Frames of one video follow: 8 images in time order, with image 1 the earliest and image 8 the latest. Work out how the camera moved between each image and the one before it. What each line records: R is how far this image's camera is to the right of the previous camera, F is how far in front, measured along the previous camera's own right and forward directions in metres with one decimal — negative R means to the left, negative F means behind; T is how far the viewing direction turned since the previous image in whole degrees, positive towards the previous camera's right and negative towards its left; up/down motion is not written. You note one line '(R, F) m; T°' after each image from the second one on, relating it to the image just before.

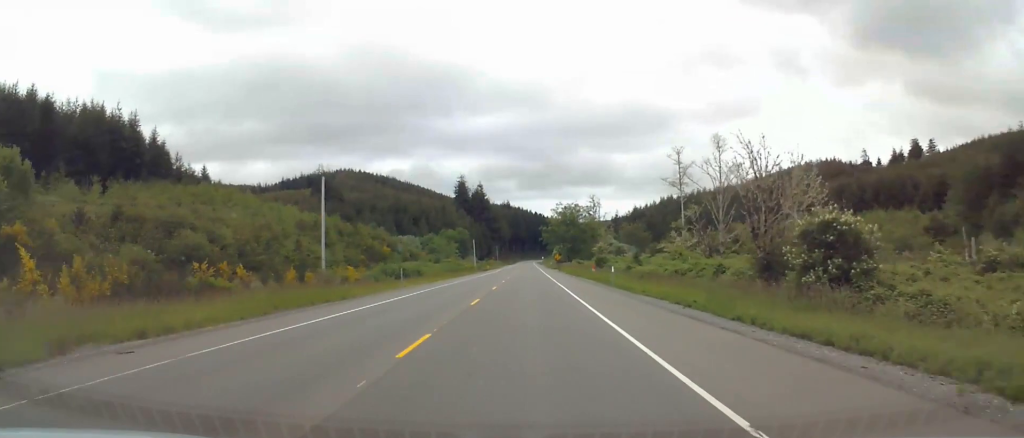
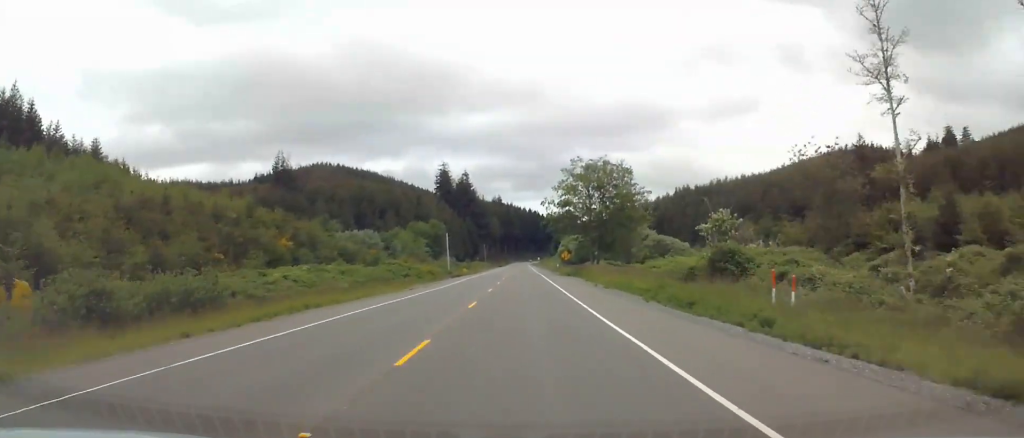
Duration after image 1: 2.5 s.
(+0.1, +62.3) m; 0°
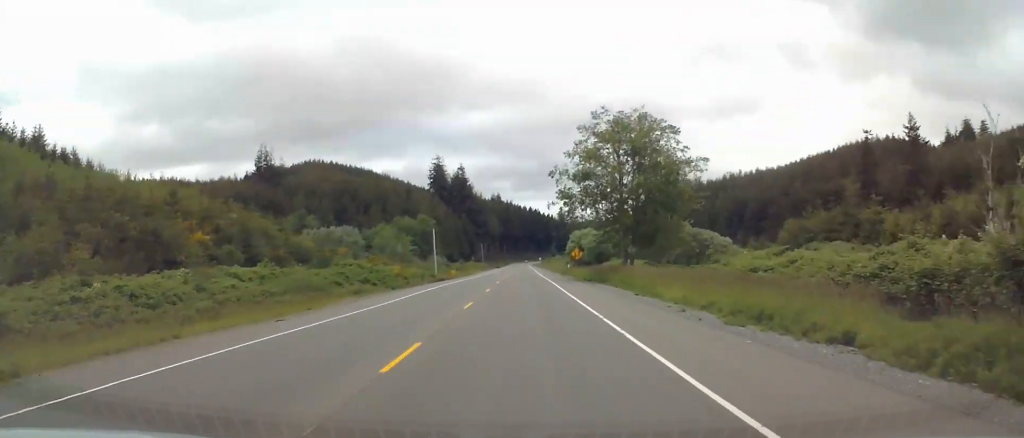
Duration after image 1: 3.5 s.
(-0.1, +25.1) m; 0°
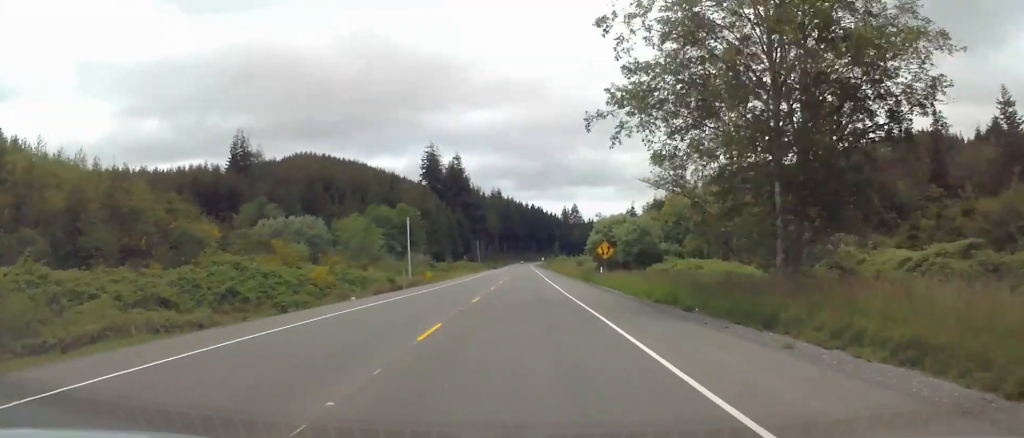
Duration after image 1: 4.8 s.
(-0.1, +33.4) m; 0°
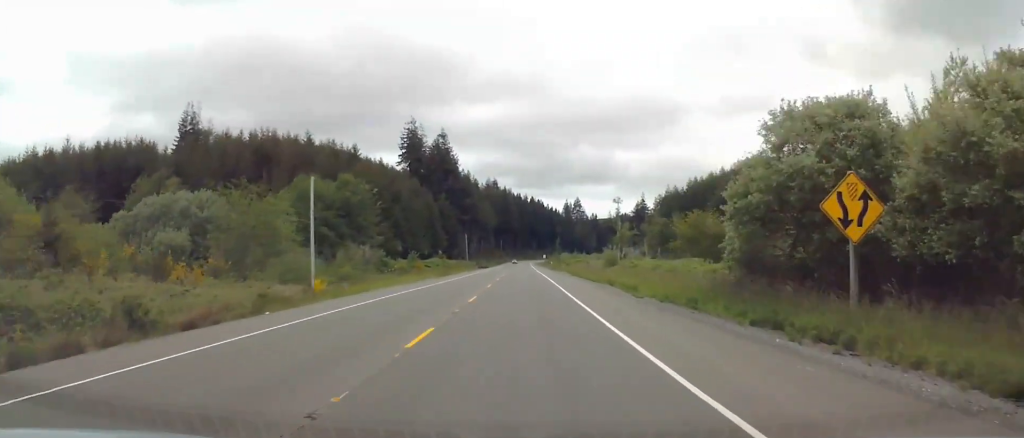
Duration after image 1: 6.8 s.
(0.0, +50.0) m; 0°
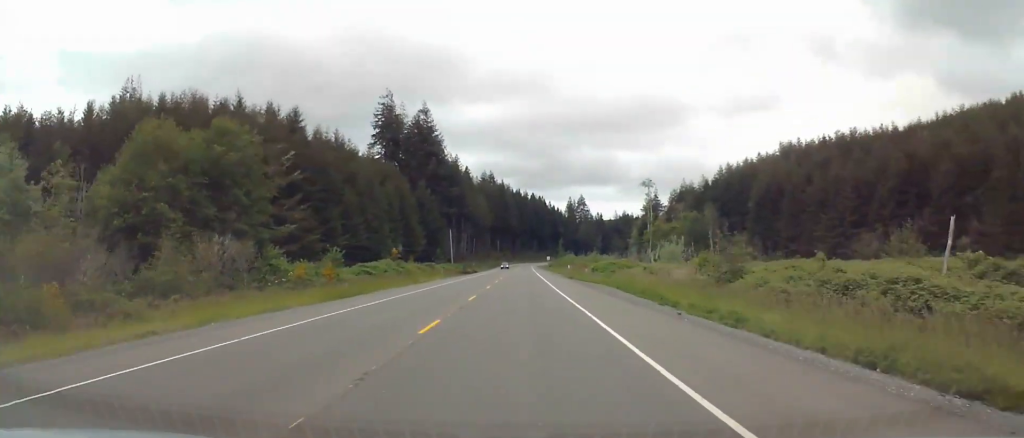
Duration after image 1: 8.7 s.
(0.0, +46.7) m; 0°
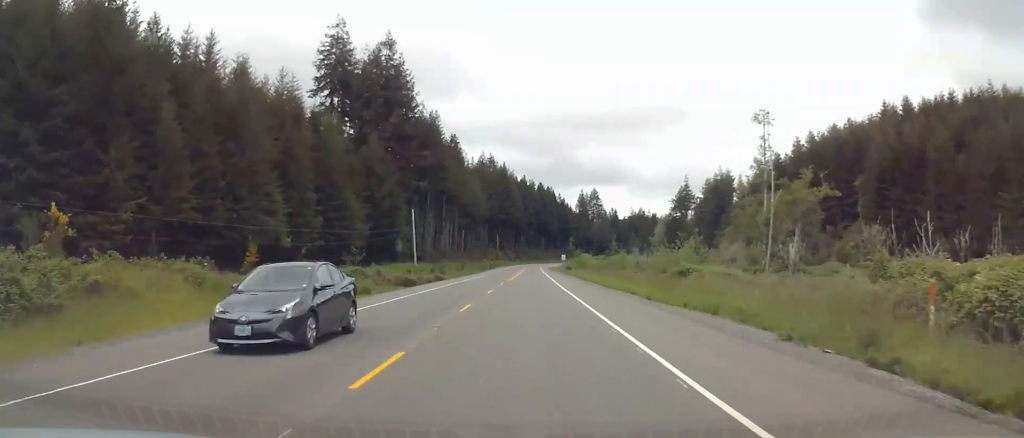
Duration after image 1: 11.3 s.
(+0.4, +67.2) m; +1°
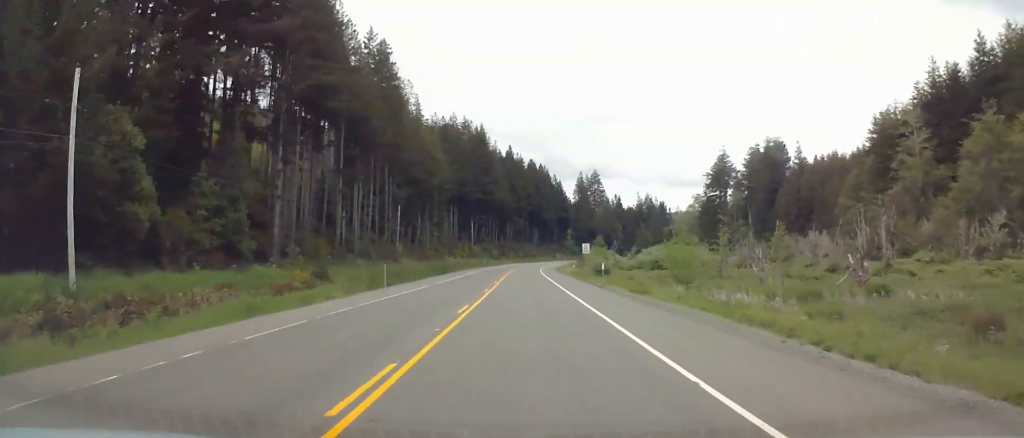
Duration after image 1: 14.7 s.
(+0.6, +84.8) m; +1°
